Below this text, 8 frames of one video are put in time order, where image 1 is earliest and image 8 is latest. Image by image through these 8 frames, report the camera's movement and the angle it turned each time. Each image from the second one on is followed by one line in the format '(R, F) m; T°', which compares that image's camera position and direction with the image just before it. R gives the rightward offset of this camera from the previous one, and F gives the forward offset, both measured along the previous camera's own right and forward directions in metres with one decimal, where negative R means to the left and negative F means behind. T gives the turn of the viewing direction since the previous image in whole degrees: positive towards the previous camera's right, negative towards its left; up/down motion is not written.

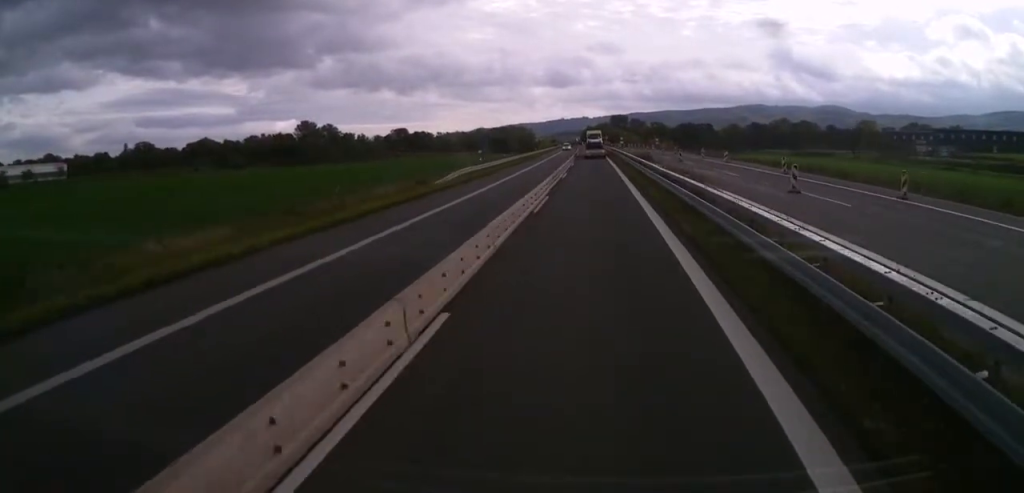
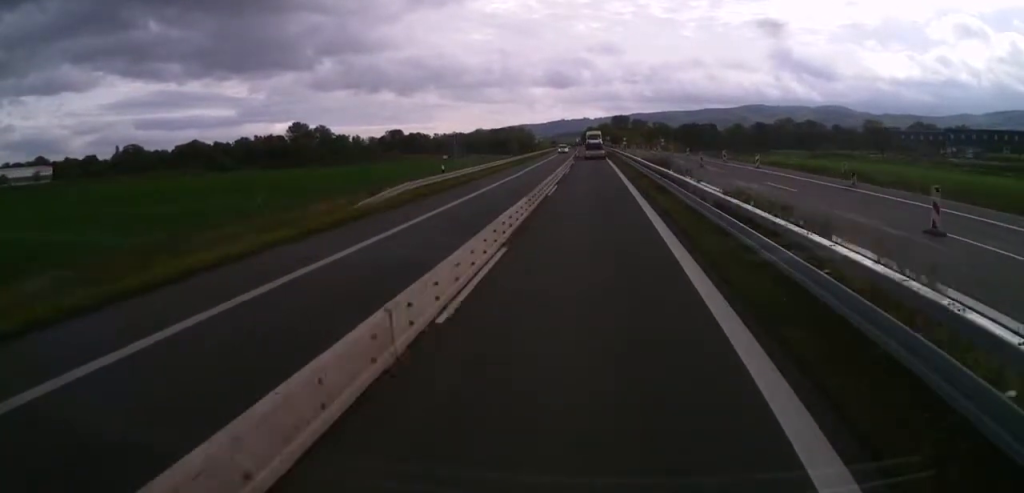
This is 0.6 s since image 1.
(0.0, +12.7) m; 0°
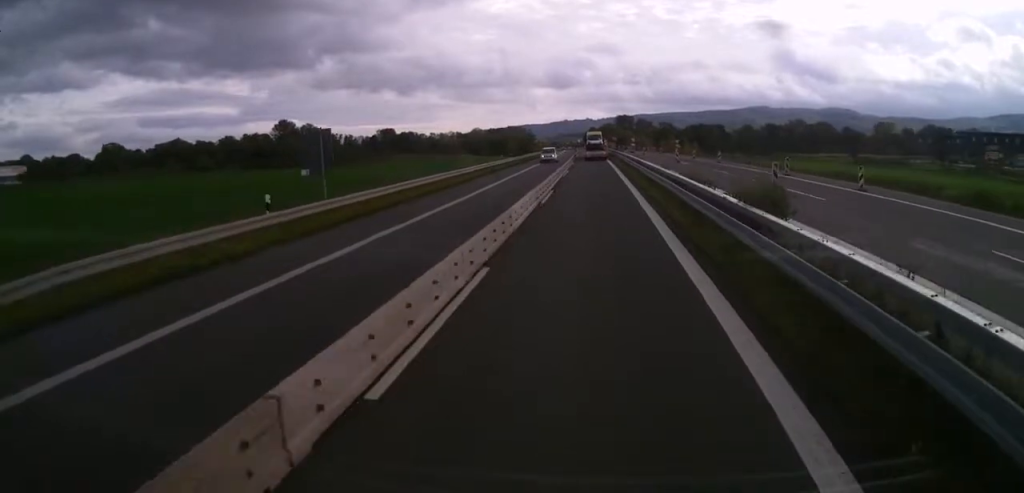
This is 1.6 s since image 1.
(0.0, +20.9) m; 0°
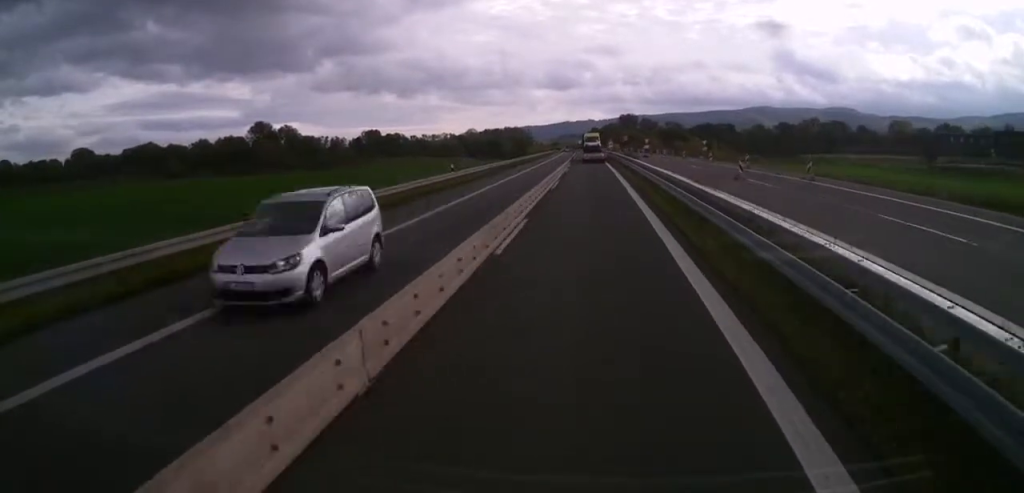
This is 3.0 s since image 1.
(-0.1, +28.7) m; 0°
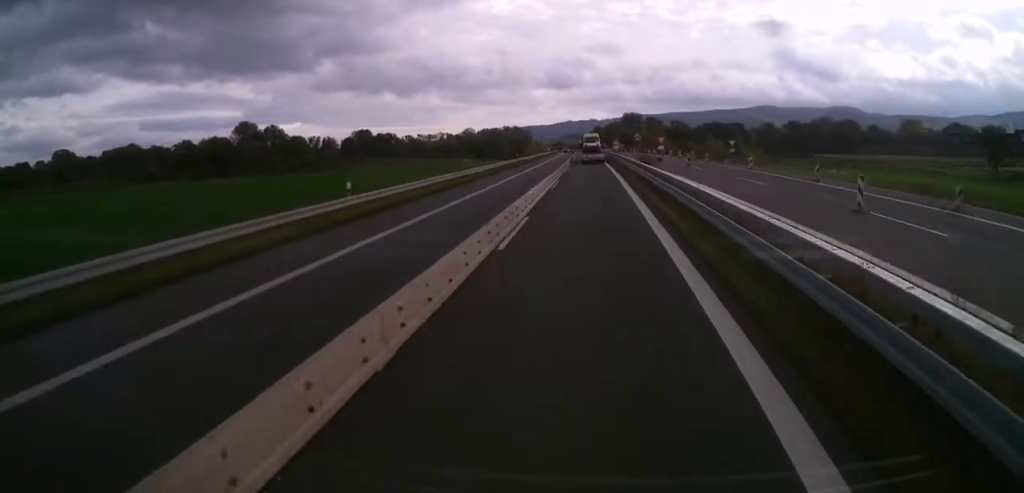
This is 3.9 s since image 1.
(0.0, +17.6) m; 0°
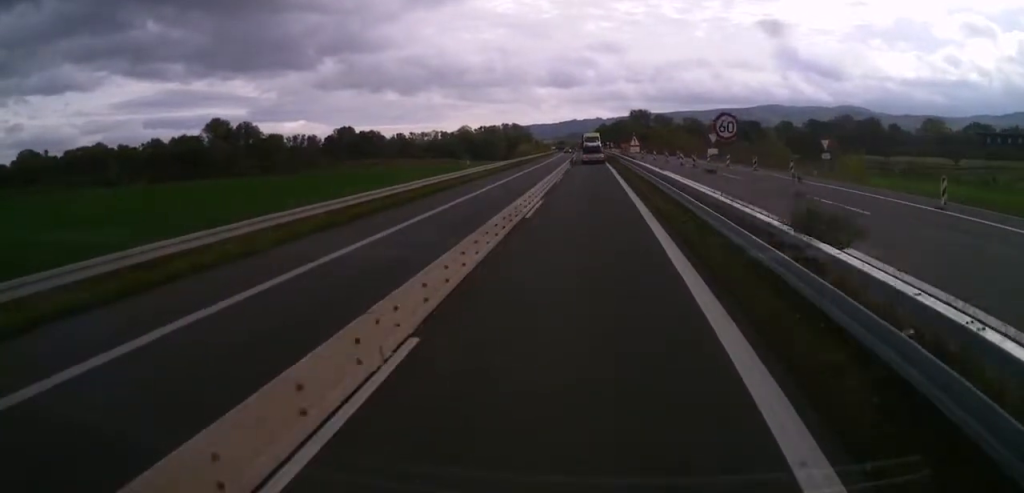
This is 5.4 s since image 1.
(-0.3, +30.8) m; -1°
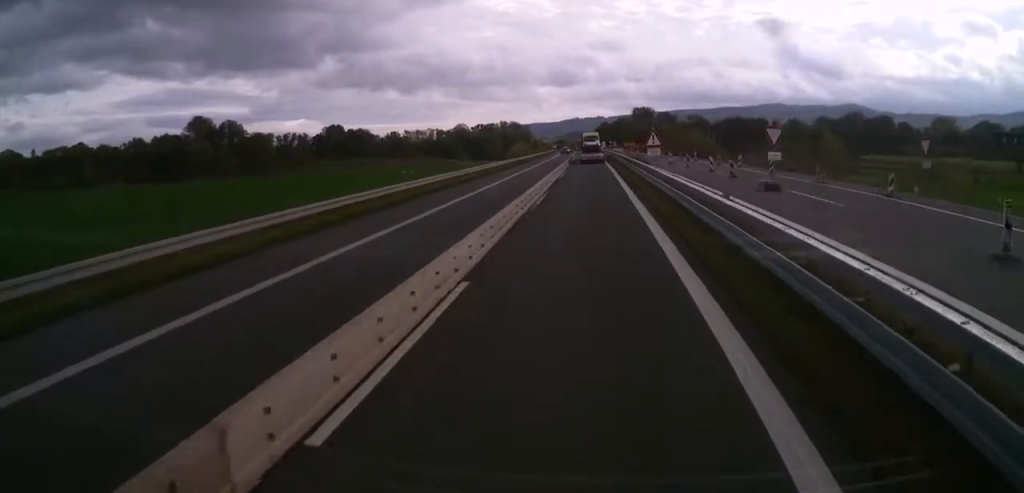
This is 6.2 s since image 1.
(0.0, +15.2) m; 0°
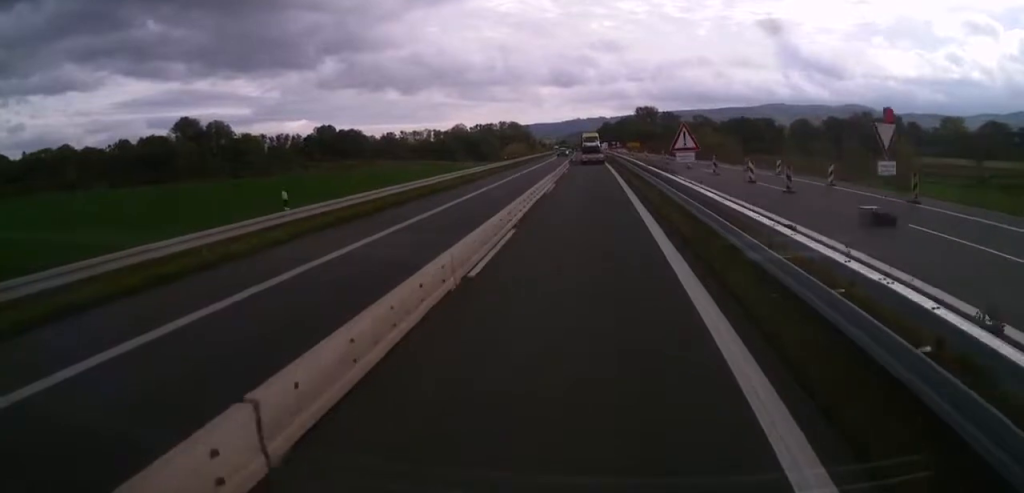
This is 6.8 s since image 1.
(0.0, +11.8) m; 0°
